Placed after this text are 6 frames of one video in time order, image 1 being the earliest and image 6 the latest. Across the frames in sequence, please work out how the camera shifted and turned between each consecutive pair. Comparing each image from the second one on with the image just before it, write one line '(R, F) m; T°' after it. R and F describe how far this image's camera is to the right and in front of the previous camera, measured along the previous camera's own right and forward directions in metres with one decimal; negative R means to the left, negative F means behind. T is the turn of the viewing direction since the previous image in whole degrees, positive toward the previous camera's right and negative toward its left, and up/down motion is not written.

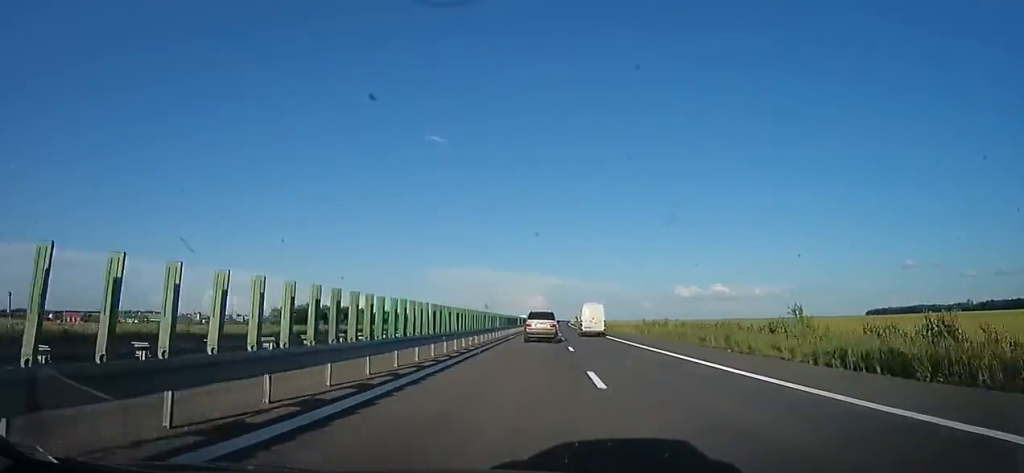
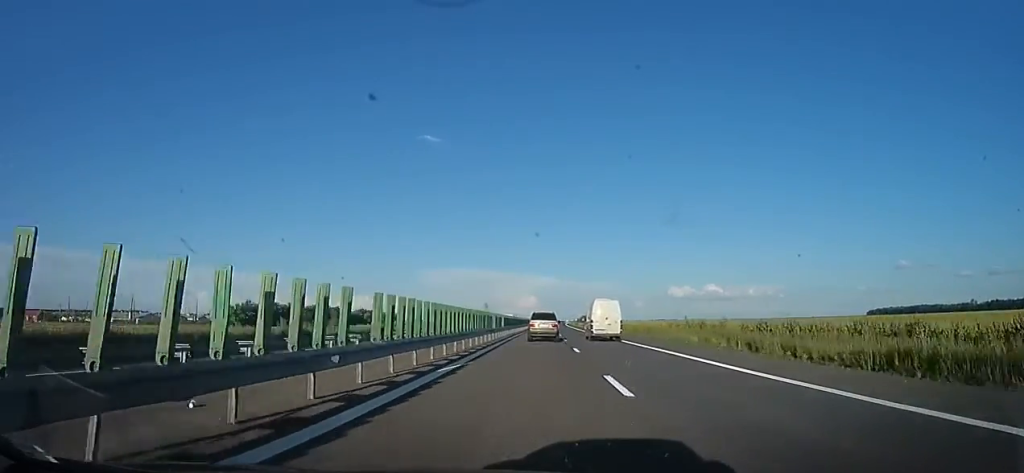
(-0.5, +25.4) m; +1°
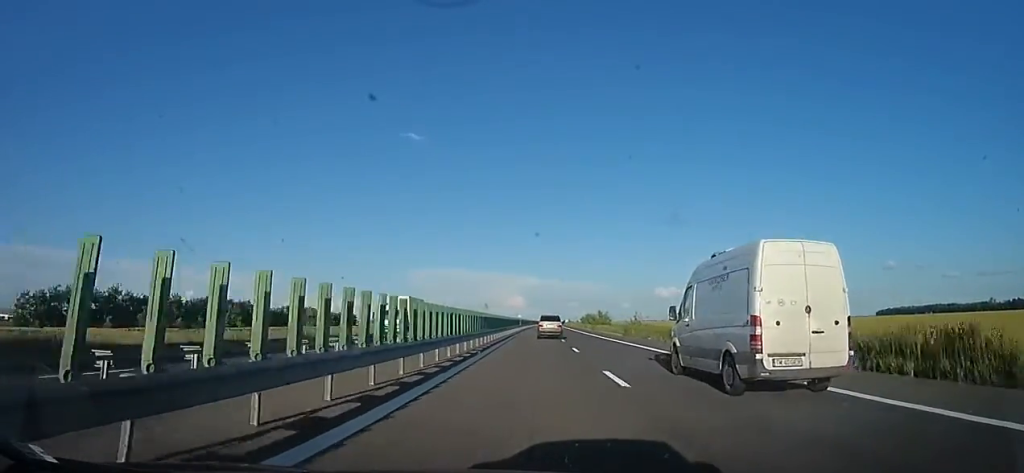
(+2.5, +71.9) m; +2°
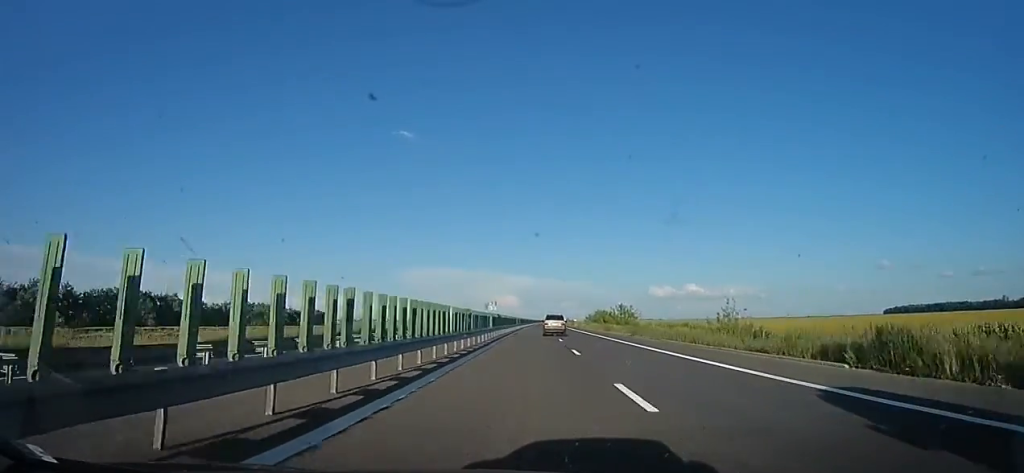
(+0.1, +39.4) m; 0°
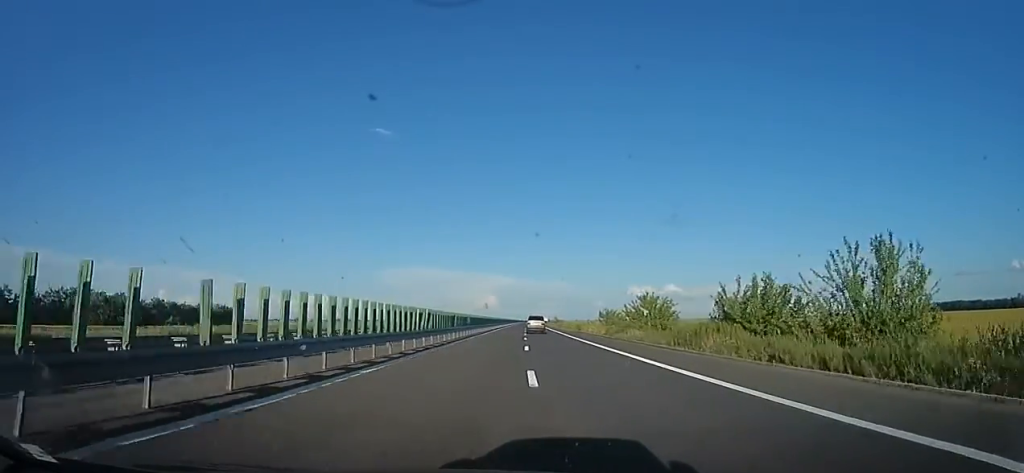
(+1.0, +70.5) m; +3°
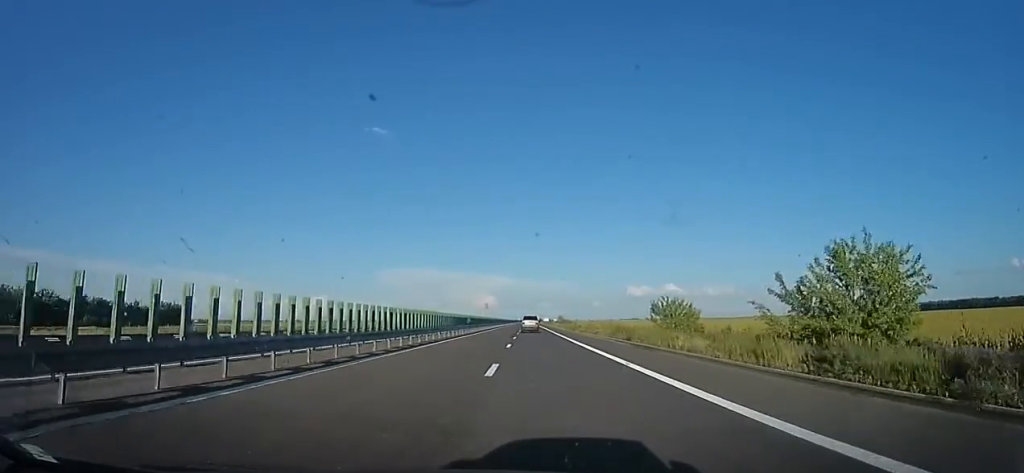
(+0.5, +34.5) m; 0°
